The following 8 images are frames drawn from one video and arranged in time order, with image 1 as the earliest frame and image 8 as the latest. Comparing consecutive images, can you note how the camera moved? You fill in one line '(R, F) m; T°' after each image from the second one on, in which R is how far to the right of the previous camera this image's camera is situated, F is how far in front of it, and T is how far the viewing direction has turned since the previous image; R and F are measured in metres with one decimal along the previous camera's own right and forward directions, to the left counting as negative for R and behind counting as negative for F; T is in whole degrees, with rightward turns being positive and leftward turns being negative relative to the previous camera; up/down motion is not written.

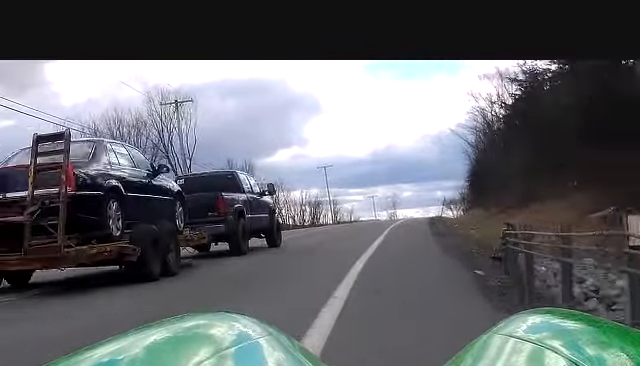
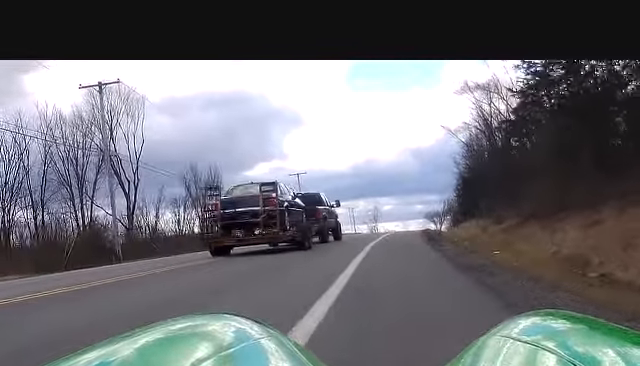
(0.0, +12.5) m; 0°
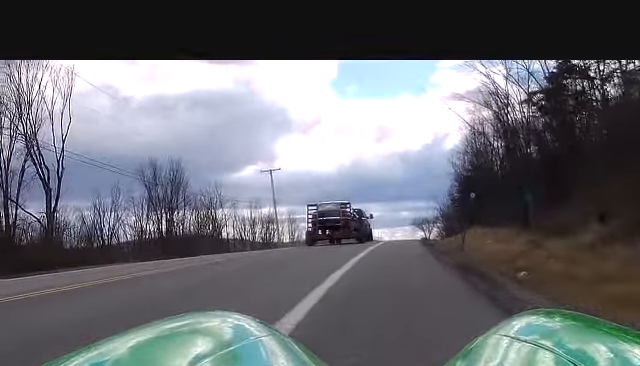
(+0.1, +15.9) m; +1°
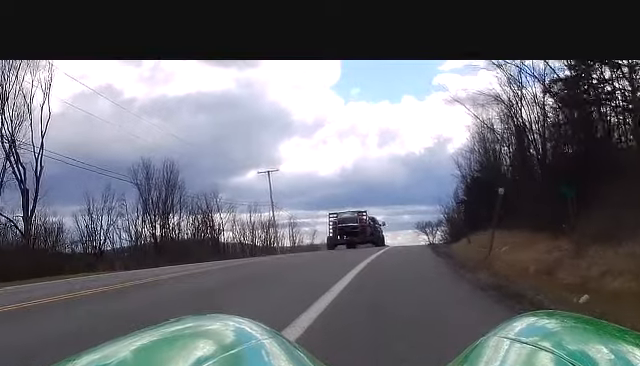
(0.0, +4.7) m; +1°
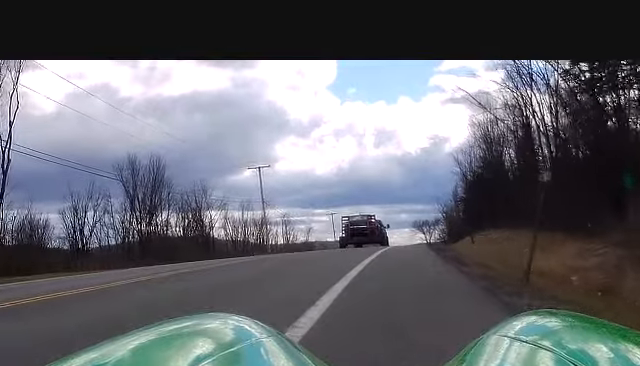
(0.0, +5.0) m; +1°
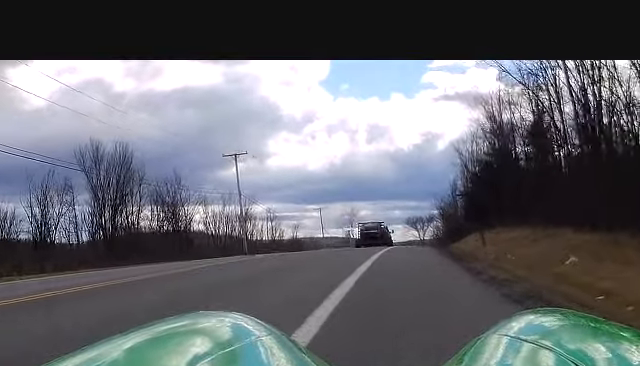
(+0.2, +10.7) m; +2°
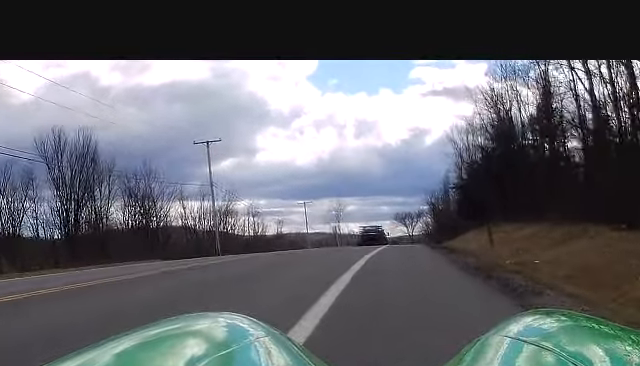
(0.0, +7.8) m; 0°
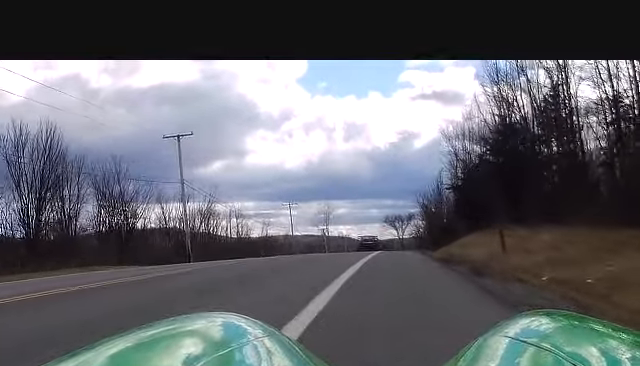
(0.0, +7.1) m; 0°
